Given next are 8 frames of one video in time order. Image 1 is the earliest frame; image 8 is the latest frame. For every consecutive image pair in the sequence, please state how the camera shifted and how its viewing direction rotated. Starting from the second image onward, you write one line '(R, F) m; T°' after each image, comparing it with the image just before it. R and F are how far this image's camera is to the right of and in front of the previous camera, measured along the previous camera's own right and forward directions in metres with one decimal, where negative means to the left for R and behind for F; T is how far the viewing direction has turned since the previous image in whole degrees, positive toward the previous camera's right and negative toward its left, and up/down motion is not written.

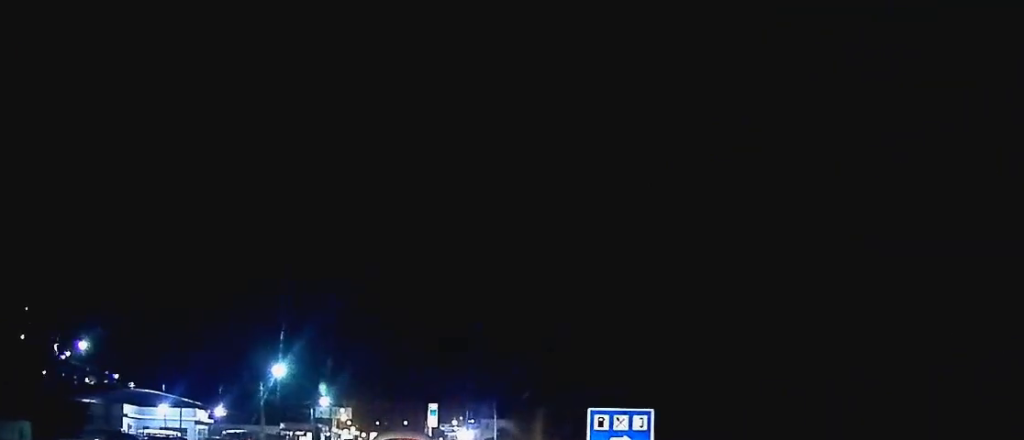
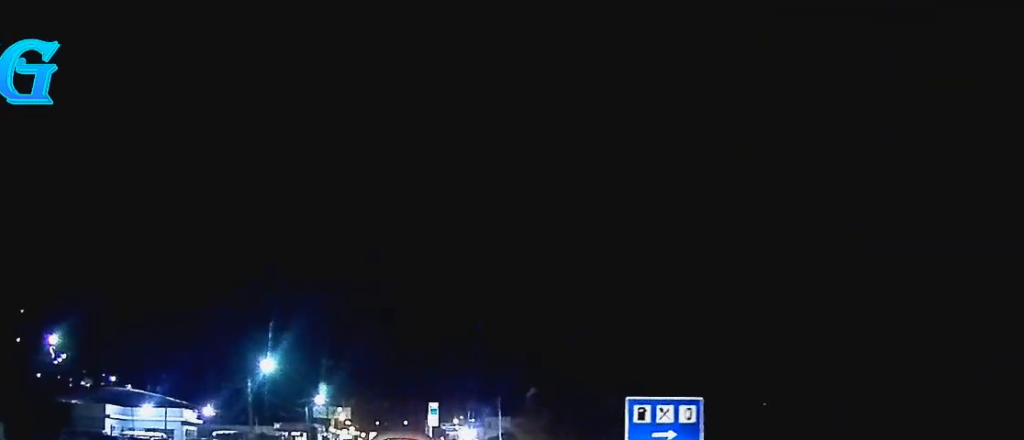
(+0.1, +4.0) m; 0°
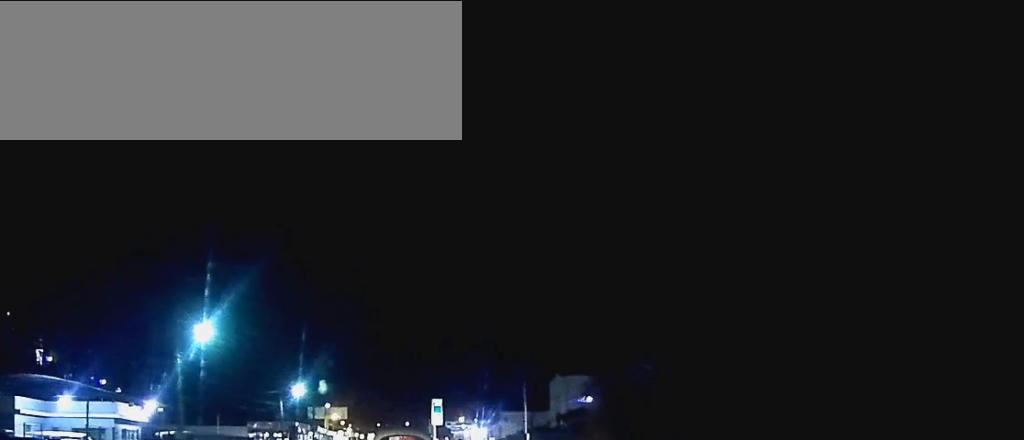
(-0.1, +15.9) m; -1°
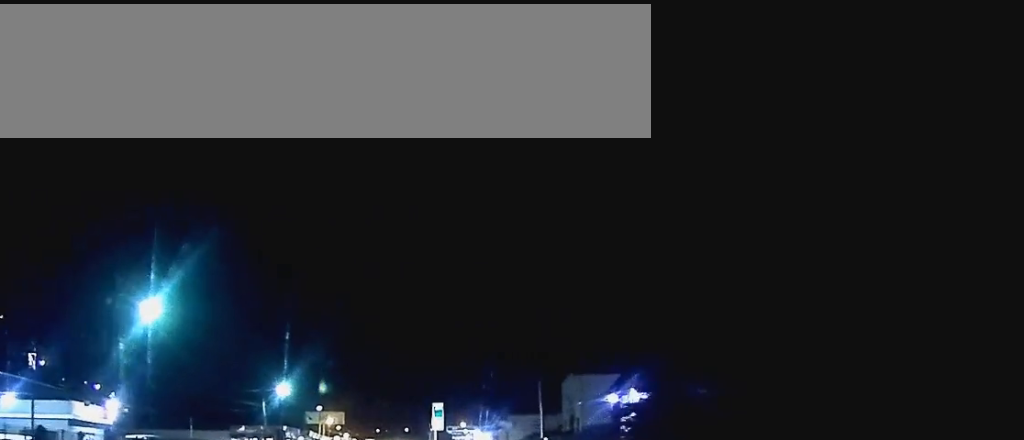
(0.0, +7.3) m; 0°
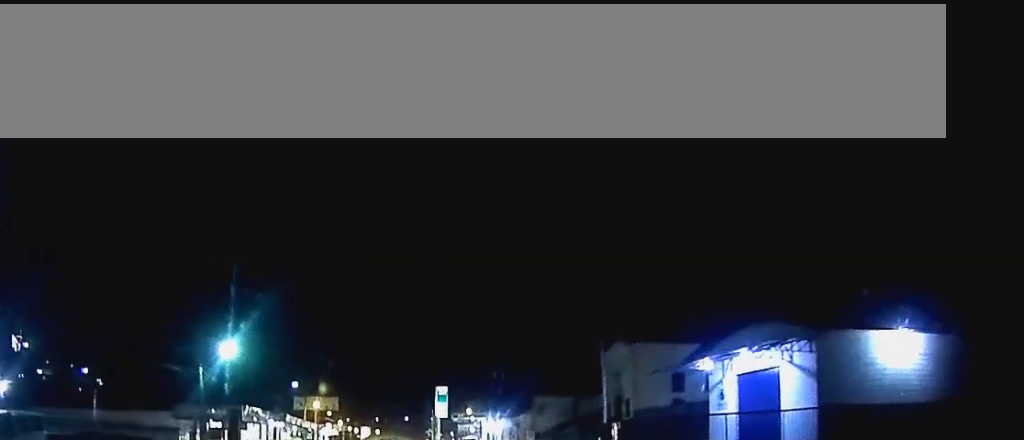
(-0.3, +16.9) m; -1°
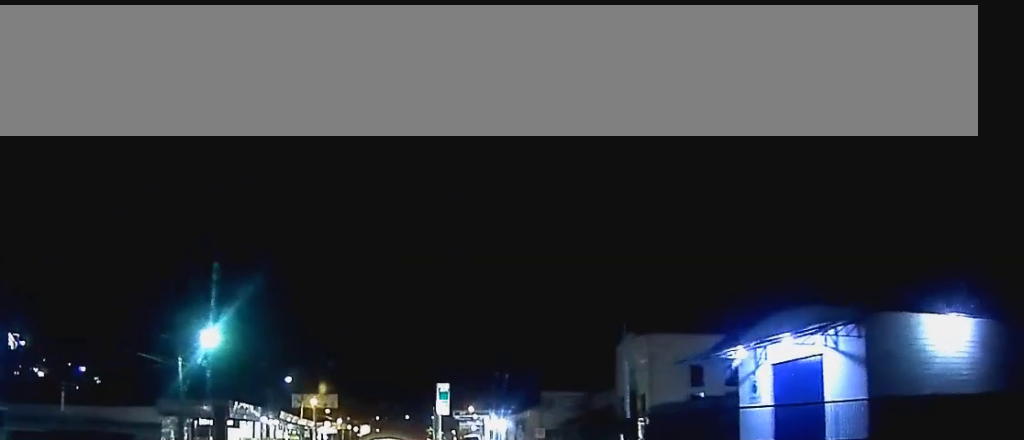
(0.0, +3.8) m; +1°
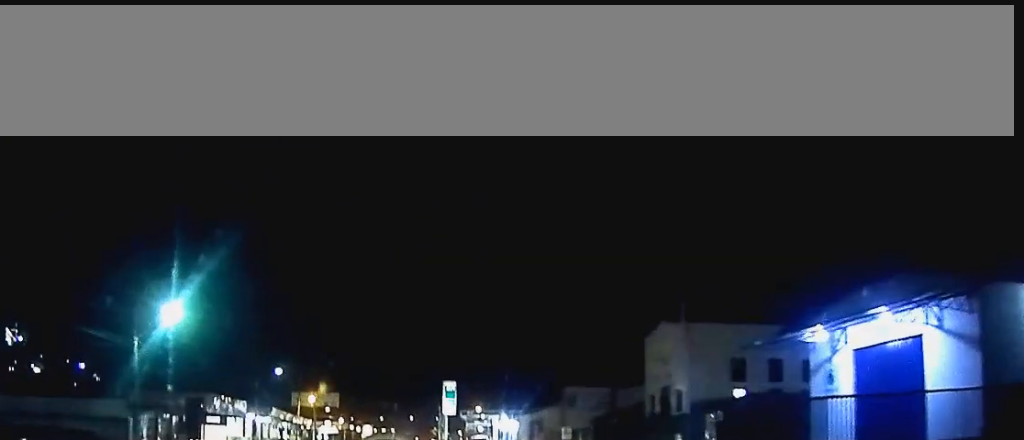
(+0.1, +6.4) m; +1°
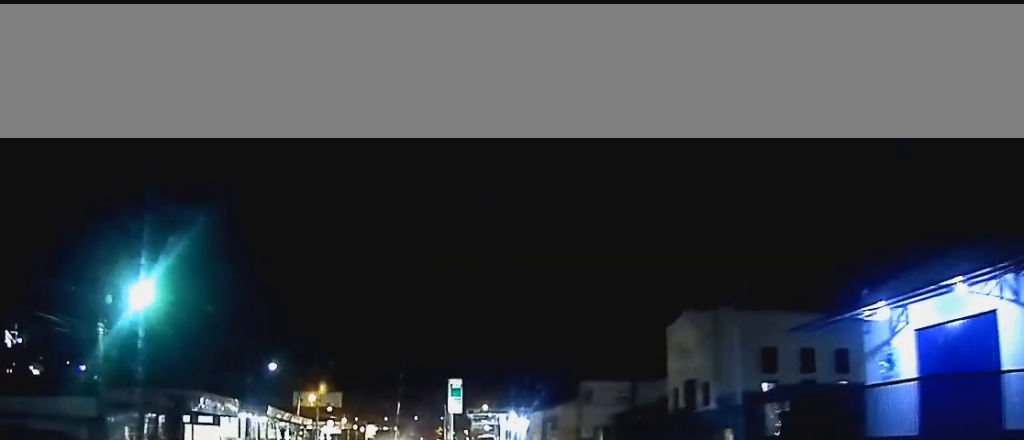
(0.0, +3.8) m; 0°
